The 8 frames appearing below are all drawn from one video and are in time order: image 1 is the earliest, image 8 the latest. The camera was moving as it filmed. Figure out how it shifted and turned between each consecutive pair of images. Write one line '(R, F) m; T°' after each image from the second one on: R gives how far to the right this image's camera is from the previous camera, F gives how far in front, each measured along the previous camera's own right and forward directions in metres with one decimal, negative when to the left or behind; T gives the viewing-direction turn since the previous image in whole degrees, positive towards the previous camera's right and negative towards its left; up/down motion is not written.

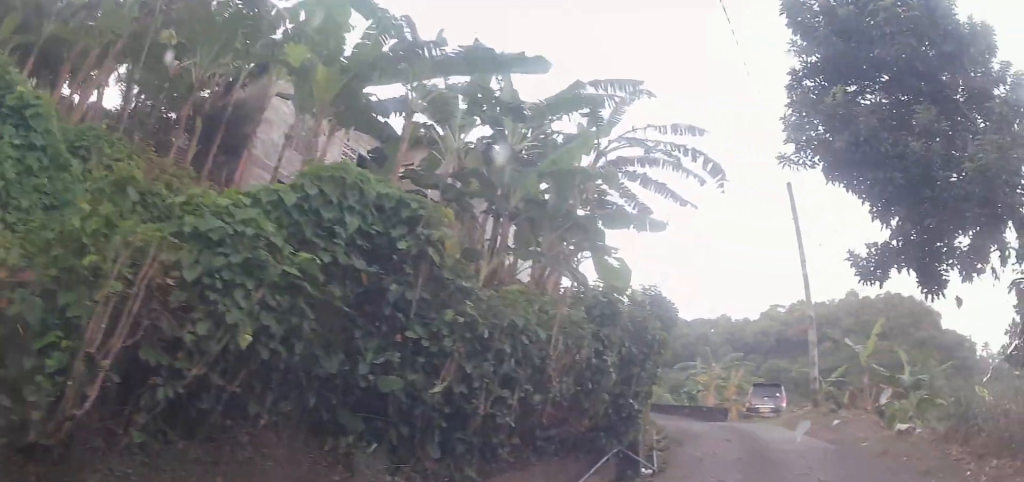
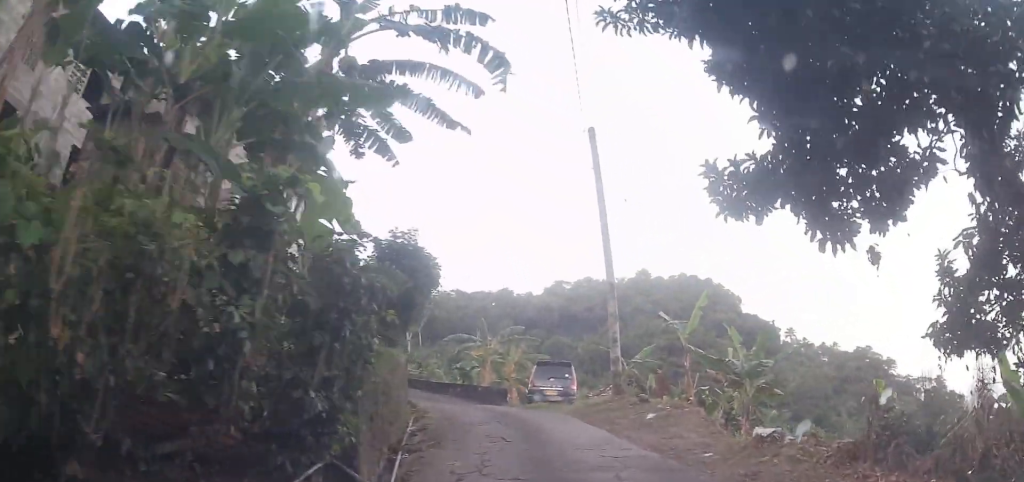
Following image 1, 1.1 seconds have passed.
(+0.6, +3.1) m; +11°
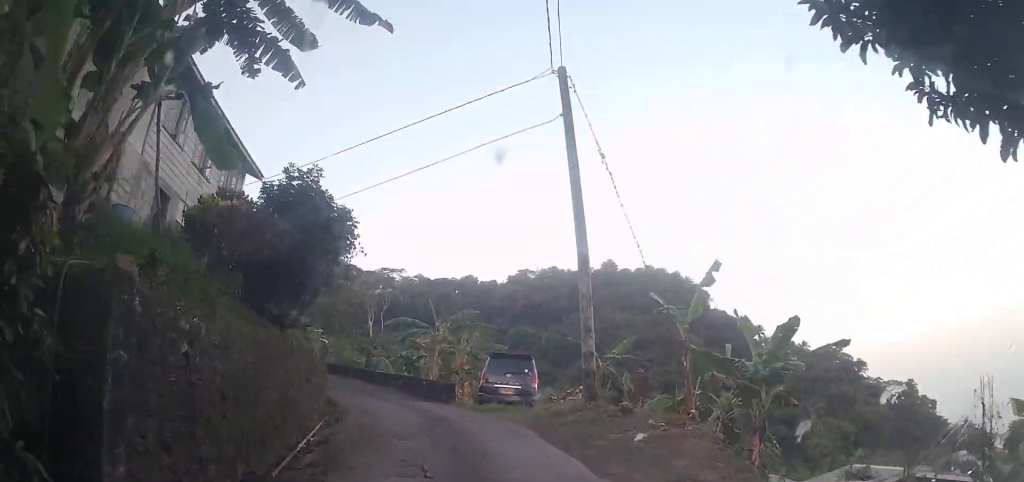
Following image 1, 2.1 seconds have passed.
(0.0, +3.1) m; +4°
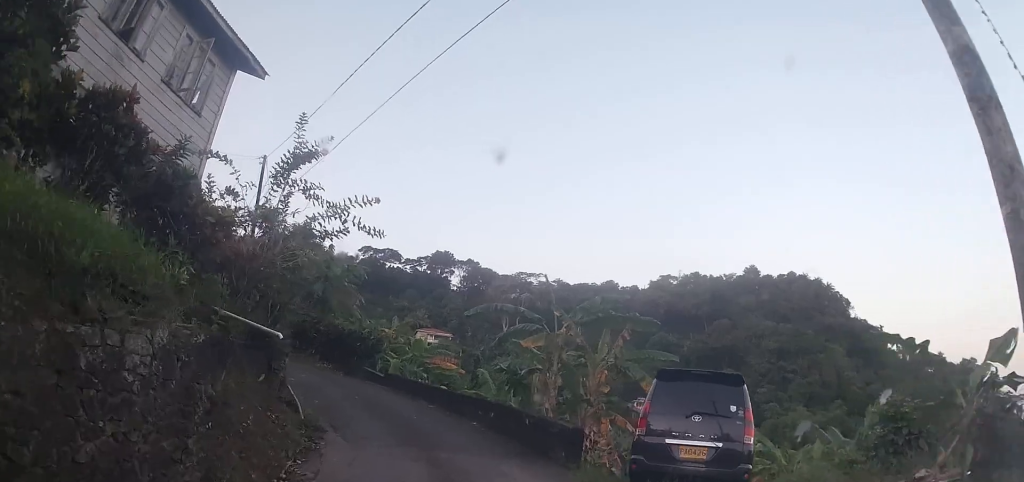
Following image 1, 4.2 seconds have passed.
(0.0, +9.7) m; -5°
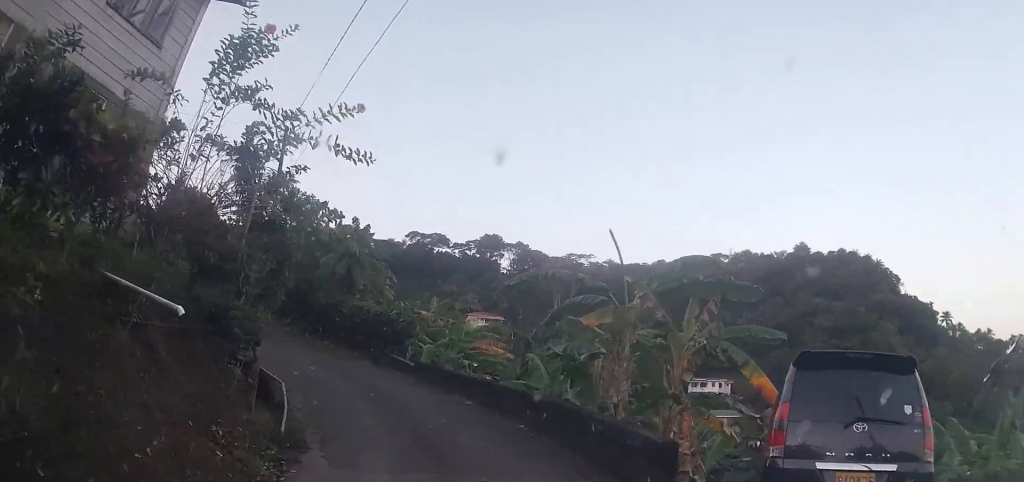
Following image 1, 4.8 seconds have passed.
(-0.1, +3.1) m; -4°
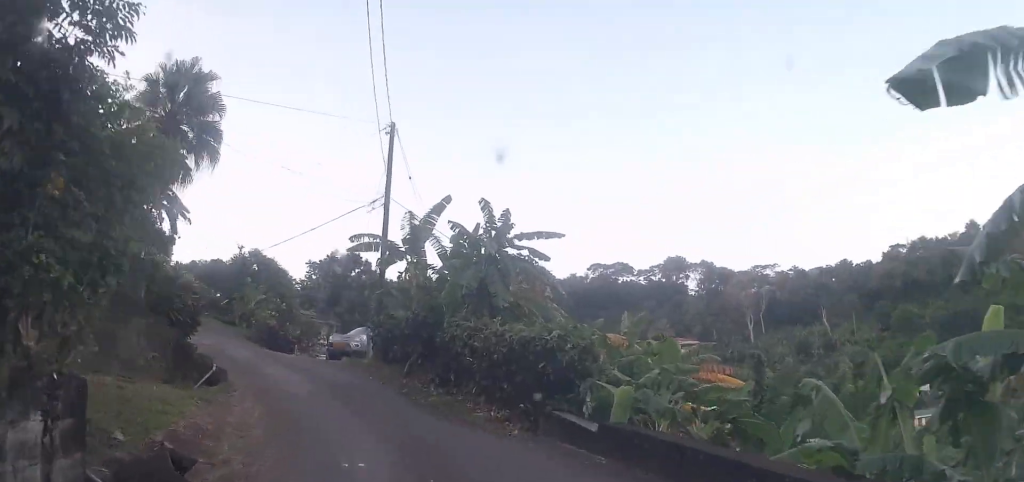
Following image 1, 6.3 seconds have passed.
(-0.7, +6.7) m; -28°
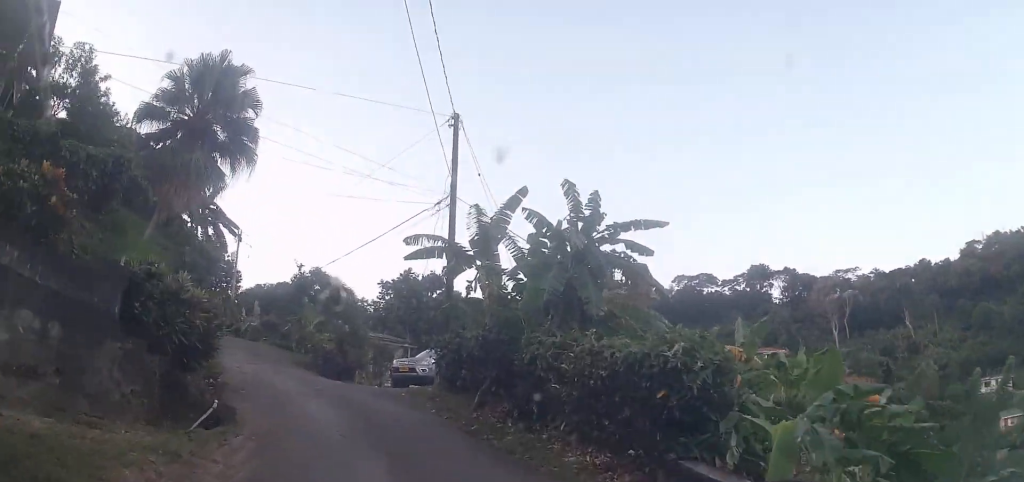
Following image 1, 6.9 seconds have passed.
(-0.4, +2.6) m; -9°
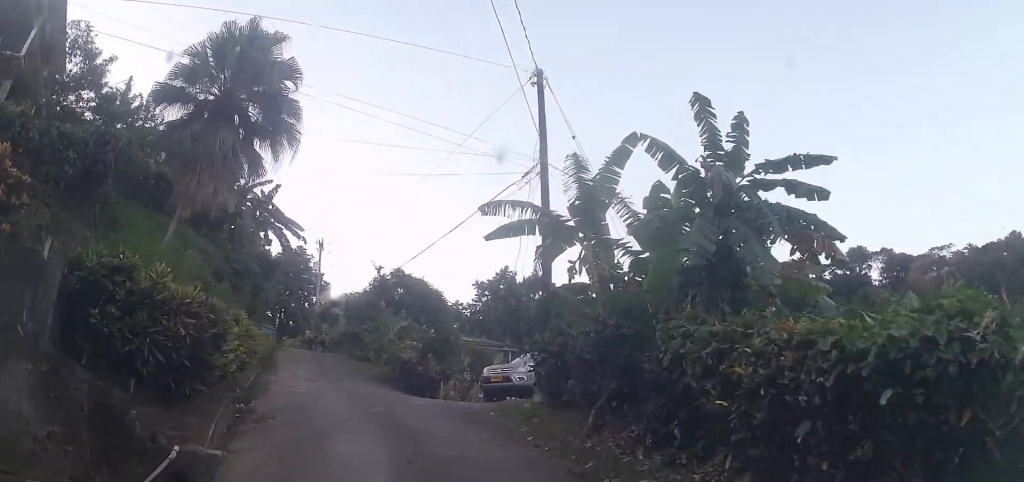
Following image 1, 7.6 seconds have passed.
(-0.6, +3.4) m; -6°
